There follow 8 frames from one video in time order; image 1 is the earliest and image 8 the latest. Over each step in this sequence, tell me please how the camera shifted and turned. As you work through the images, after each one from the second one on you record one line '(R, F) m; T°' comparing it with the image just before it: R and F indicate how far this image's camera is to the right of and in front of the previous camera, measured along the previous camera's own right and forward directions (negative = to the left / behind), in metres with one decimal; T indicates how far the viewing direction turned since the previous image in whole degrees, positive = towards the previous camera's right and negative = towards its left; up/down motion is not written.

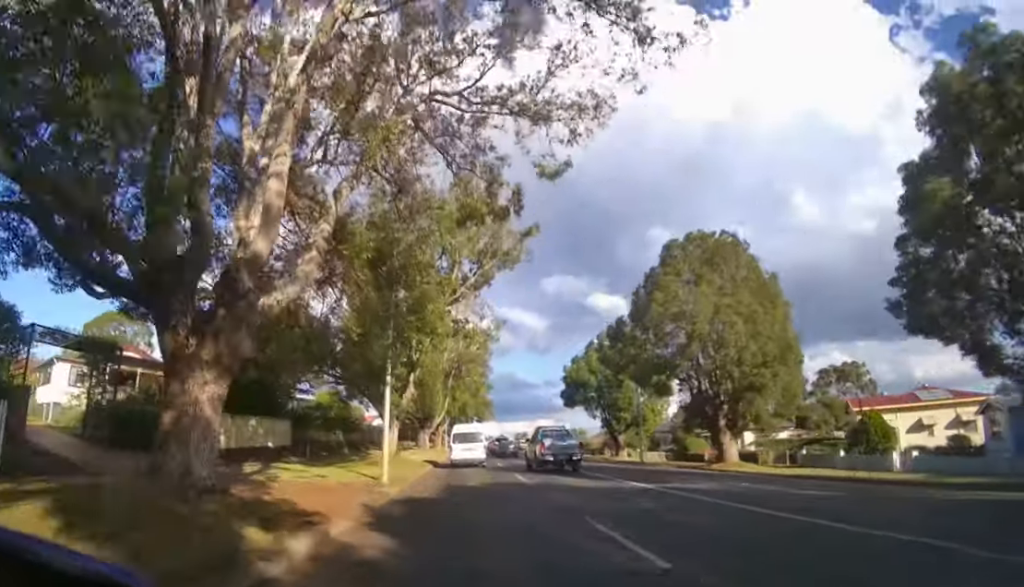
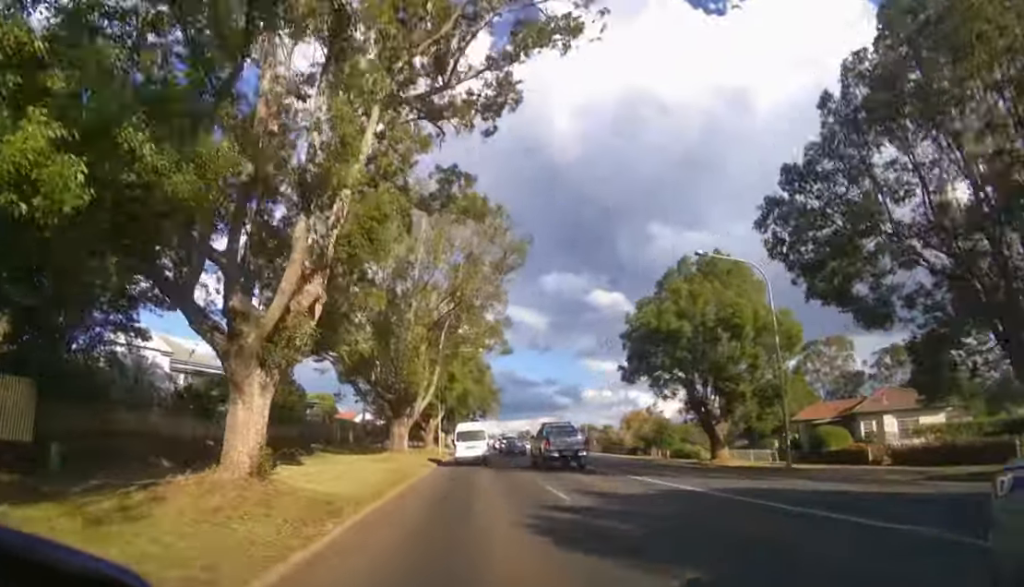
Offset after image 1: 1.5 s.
(-0.1, +19.3) m; 0°
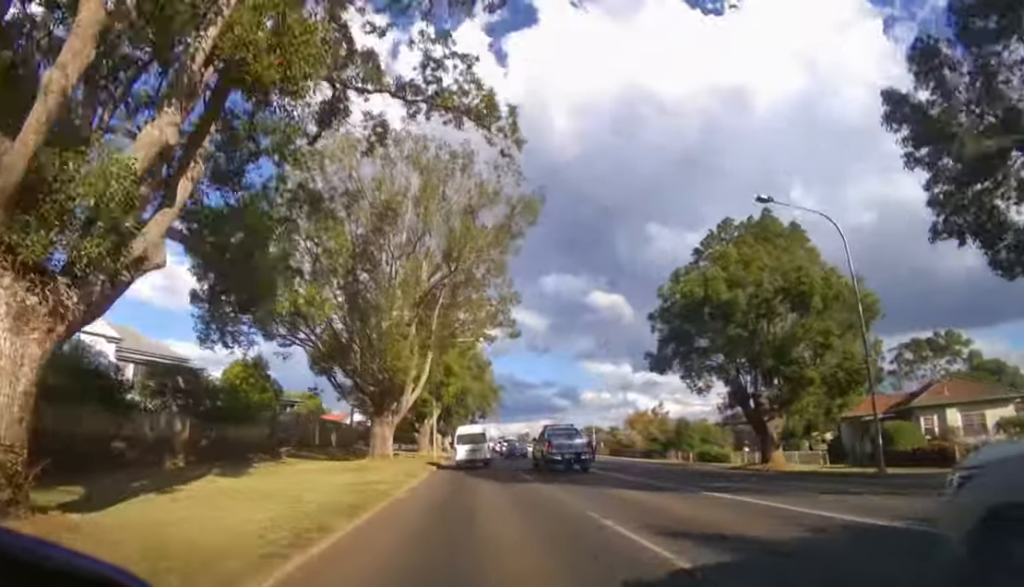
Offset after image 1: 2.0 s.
(0.0, +5.6) m; 0°
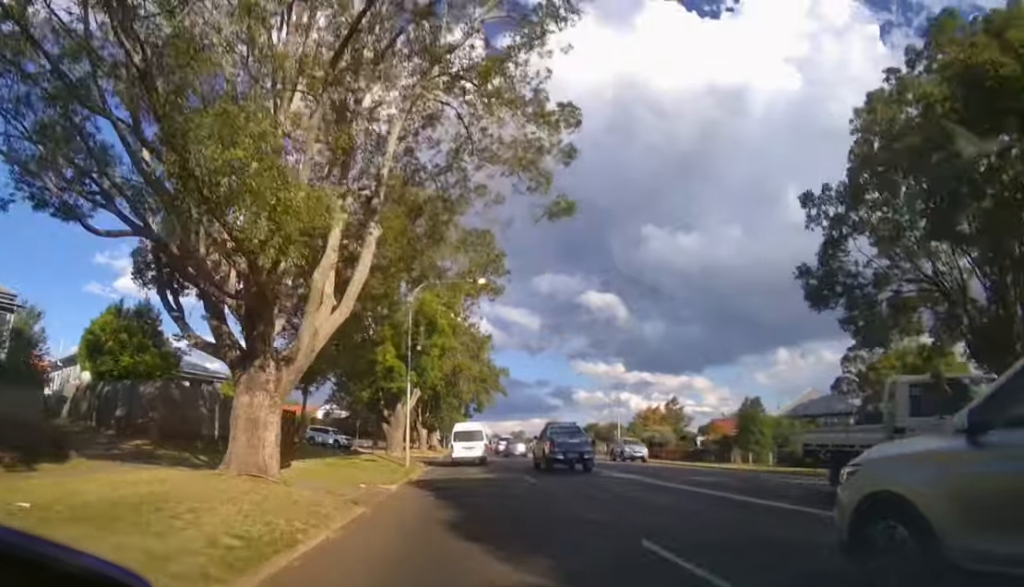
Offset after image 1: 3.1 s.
(+0.2, +15.4) m; +1°
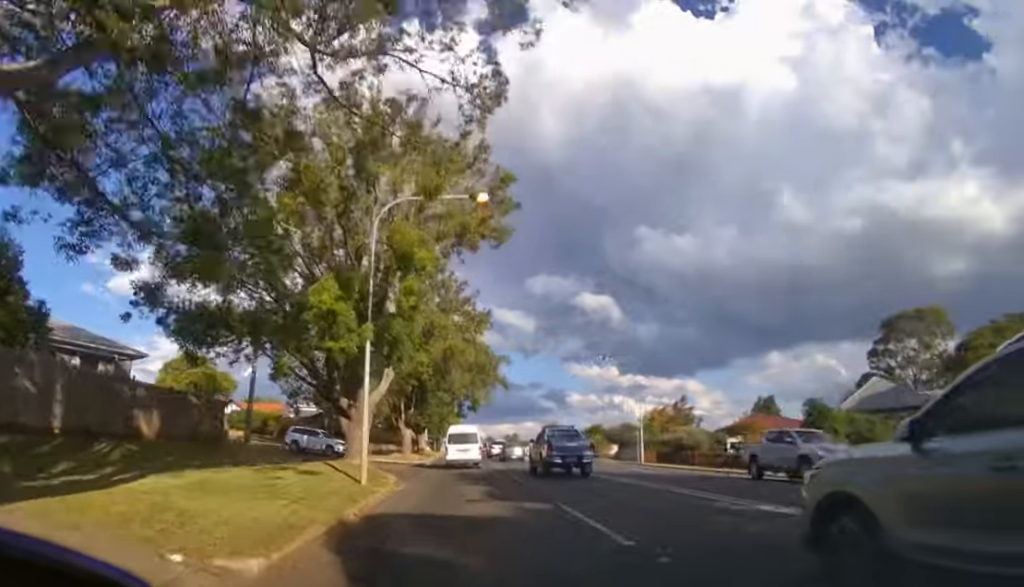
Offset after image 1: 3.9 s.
(0.0, +9.9) m; 0°
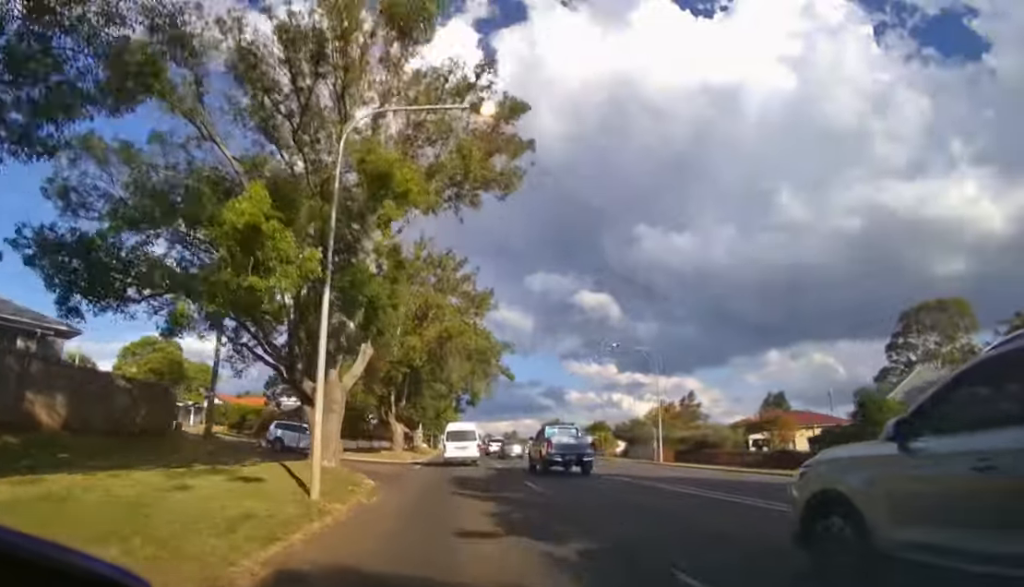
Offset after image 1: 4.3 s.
(0.0, +5.1) m; 0°
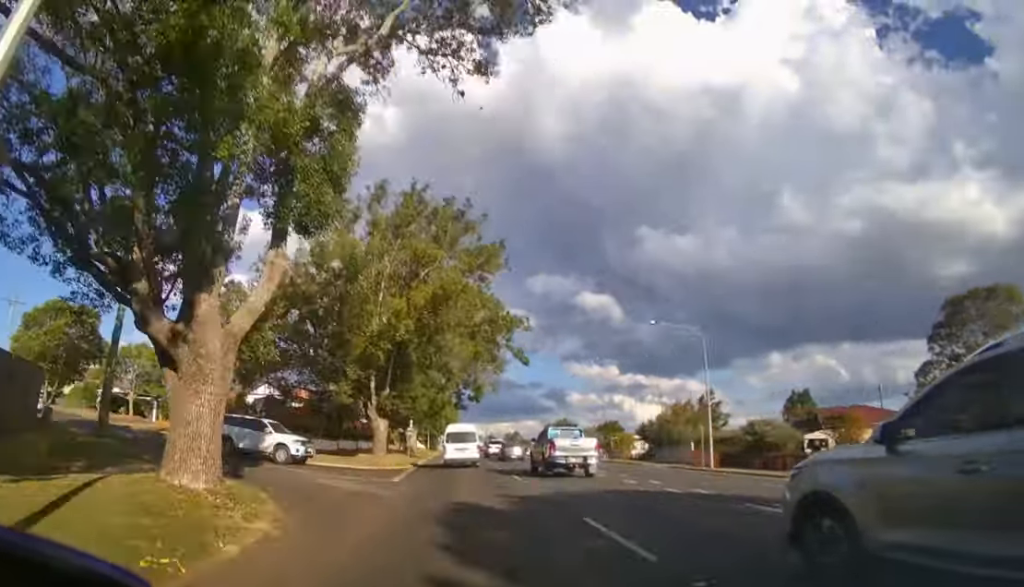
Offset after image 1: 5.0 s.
(0.0, +8.6) m; 0°
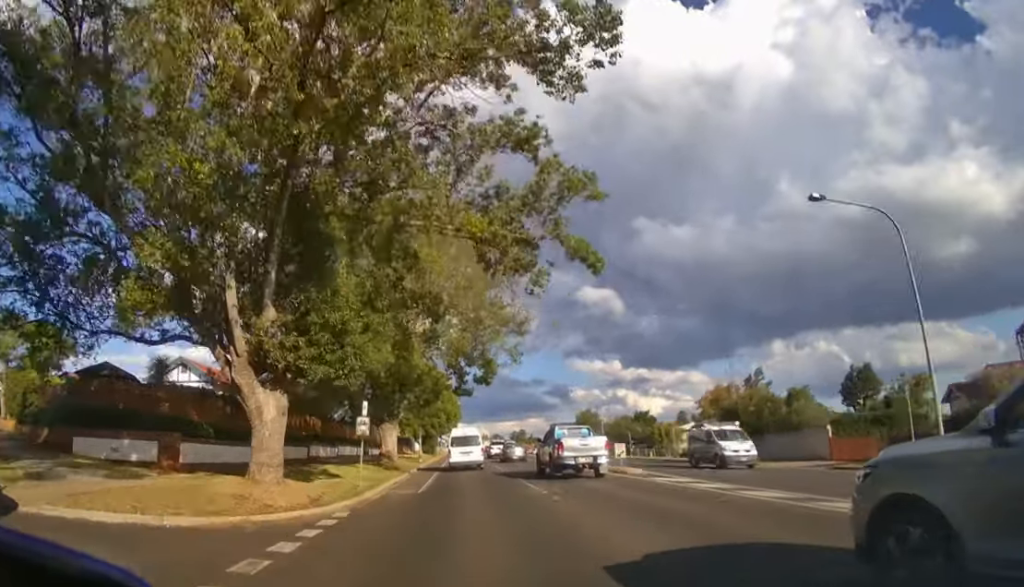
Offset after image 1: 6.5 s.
(0.0, +15.5) m; 0°
